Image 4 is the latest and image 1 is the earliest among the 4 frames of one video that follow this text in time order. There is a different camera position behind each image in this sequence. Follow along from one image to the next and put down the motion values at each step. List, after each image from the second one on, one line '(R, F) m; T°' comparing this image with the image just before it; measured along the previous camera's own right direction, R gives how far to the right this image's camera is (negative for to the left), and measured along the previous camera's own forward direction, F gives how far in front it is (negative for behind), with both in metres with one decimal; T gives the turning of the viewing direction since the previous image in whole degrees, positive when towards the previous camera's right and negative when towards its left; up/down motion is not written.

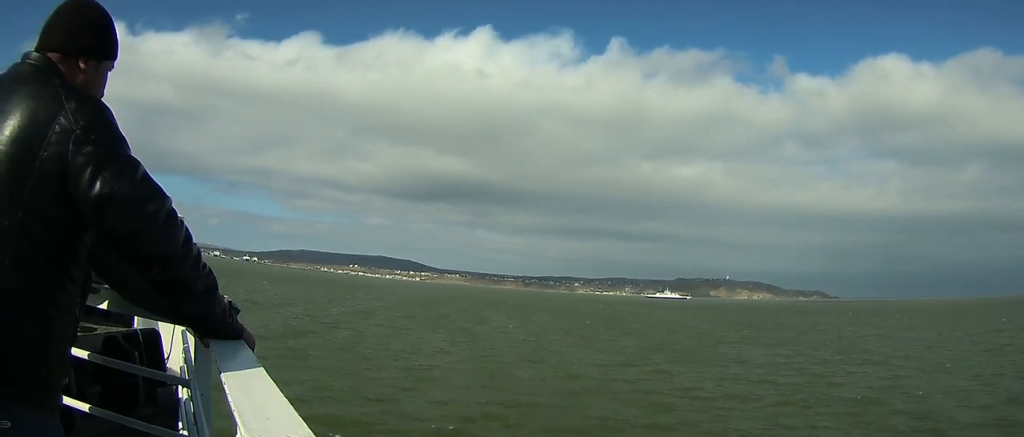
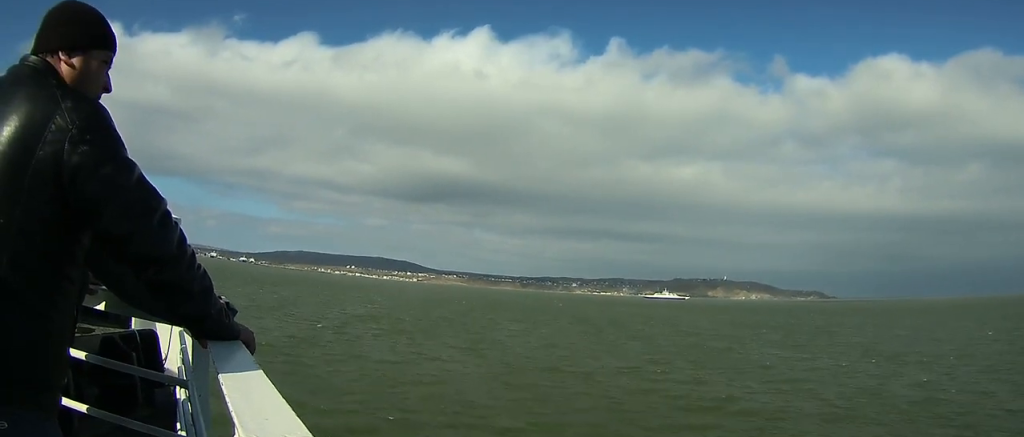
(0.0, +3.8) m; 0°
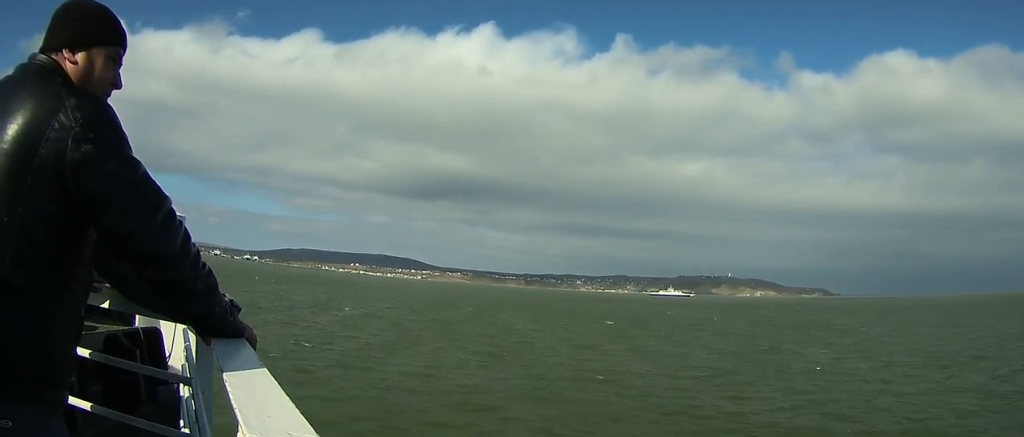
(0.0, +4.6) m; -2°
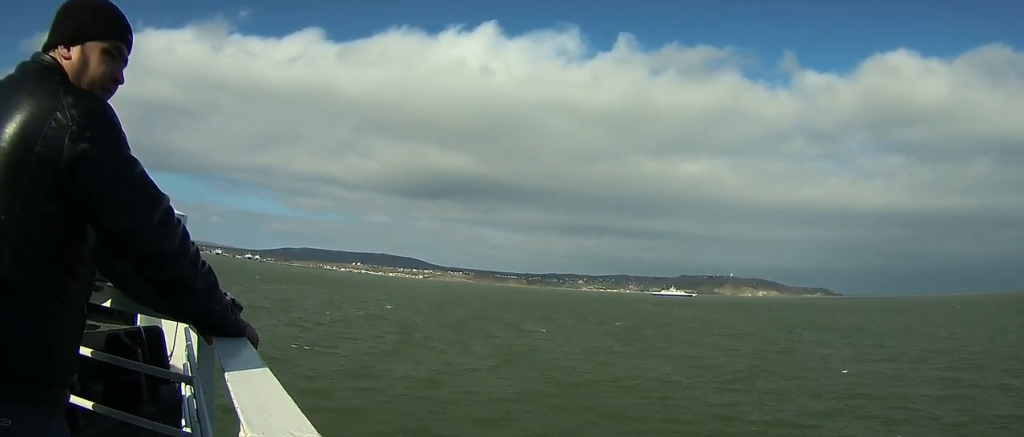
(0.0, +2.0) m; -1°
